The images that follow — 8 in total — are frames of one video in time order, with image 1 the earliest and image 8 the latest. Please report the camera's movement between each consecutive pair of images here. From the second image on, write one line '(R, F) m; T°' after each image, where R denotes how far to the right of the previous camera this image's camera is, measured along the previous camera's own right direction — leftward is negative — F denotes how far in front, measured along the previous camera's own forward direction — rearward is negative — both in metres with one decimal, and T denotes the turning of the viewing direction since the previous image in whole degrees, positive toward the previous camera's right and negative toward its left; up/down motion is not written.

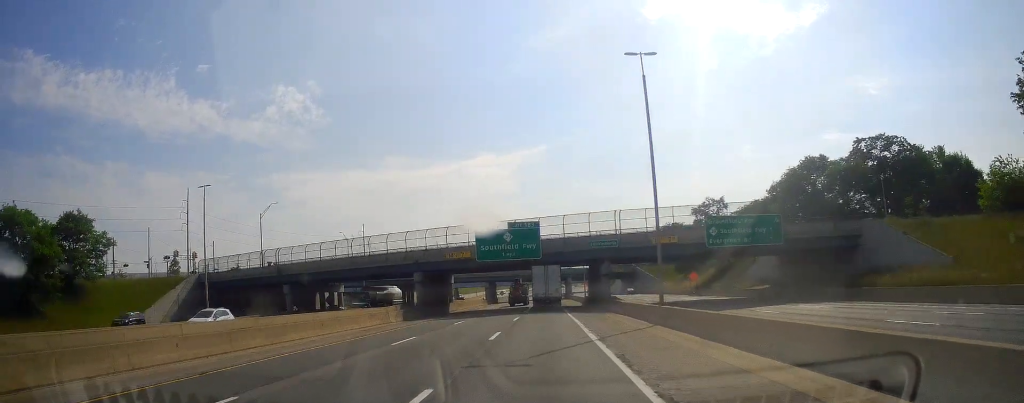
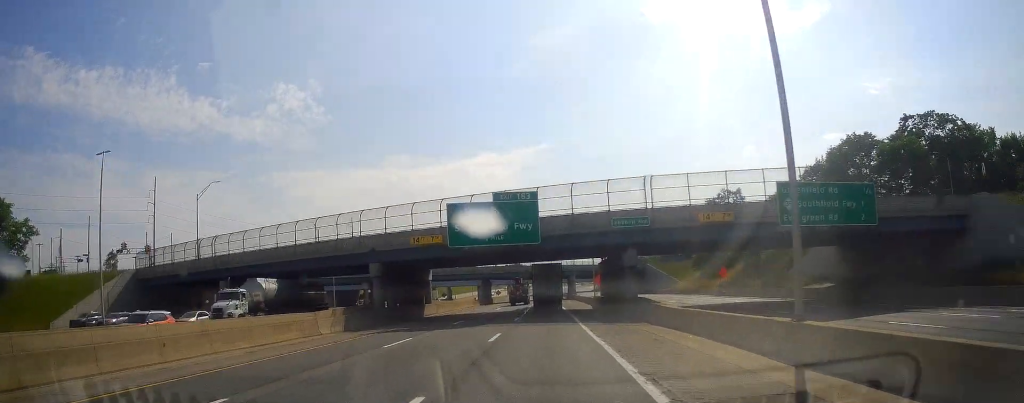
(+0.2, +16.3) m; -1°
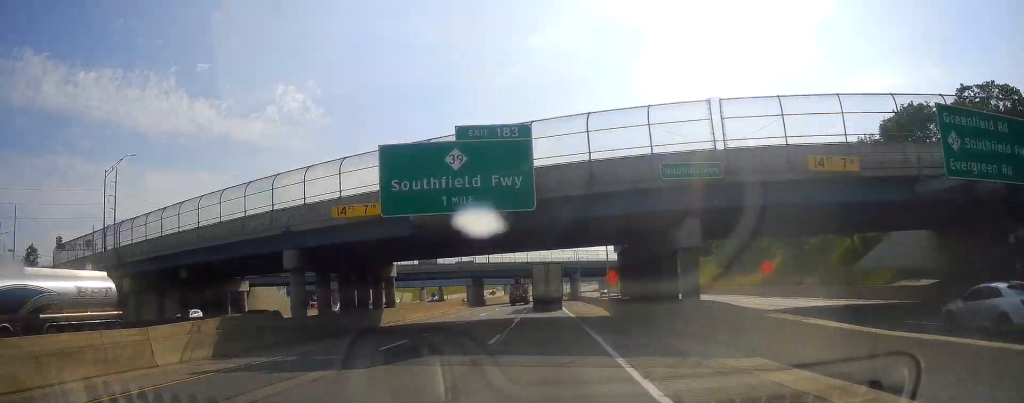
(-0.4, +16.2) m; -1°
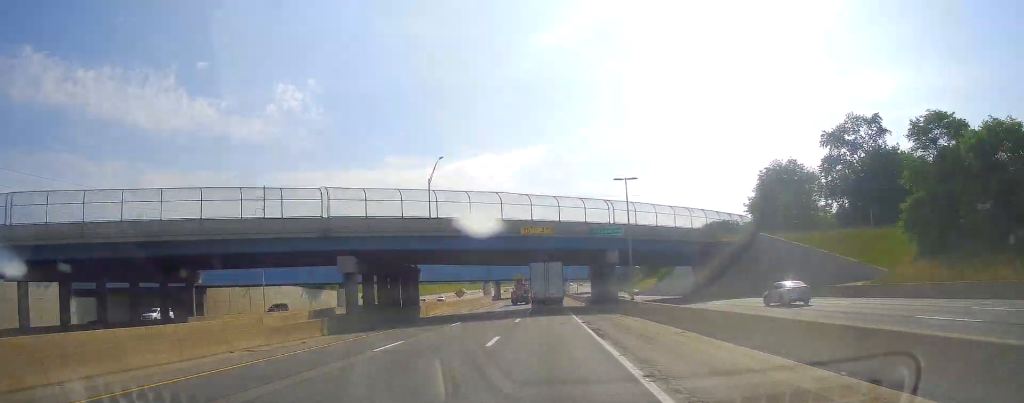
(-0.5, +62.5) m; 0°
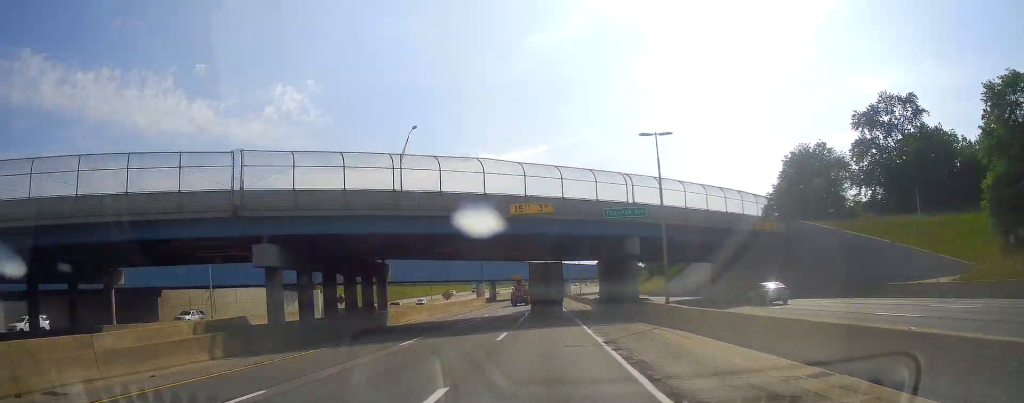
(-0.4, +12.0) m; 0°
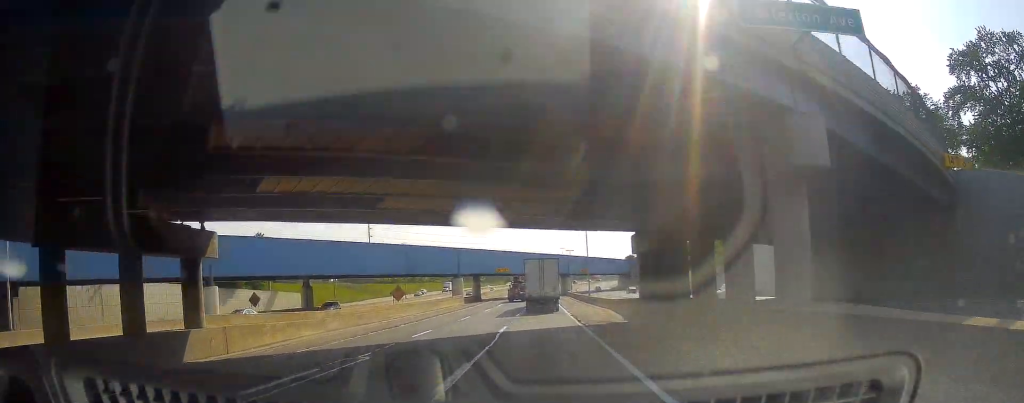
(+0.8, +26.8) m; +1°
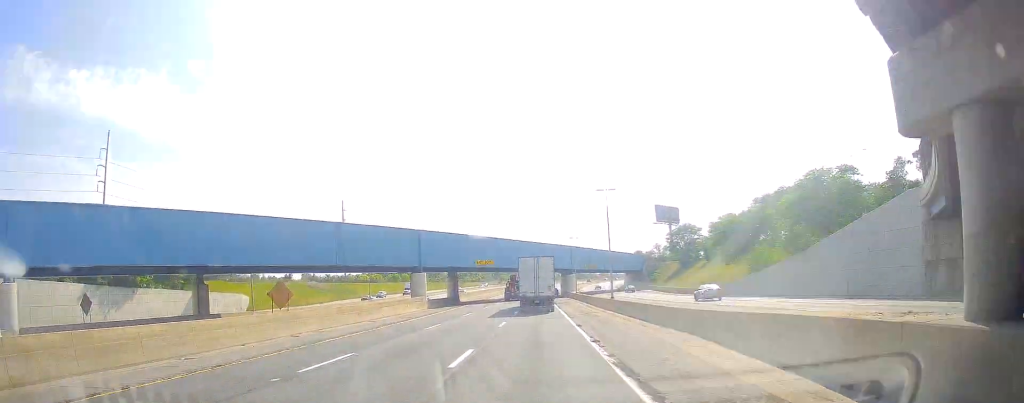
(-0.2, +26.8) m; 0°
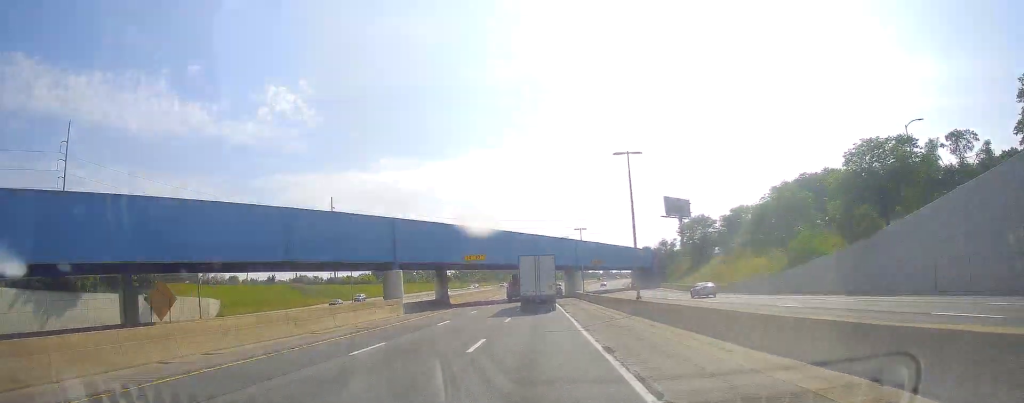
(-0.1, +11.9) m; 0°
